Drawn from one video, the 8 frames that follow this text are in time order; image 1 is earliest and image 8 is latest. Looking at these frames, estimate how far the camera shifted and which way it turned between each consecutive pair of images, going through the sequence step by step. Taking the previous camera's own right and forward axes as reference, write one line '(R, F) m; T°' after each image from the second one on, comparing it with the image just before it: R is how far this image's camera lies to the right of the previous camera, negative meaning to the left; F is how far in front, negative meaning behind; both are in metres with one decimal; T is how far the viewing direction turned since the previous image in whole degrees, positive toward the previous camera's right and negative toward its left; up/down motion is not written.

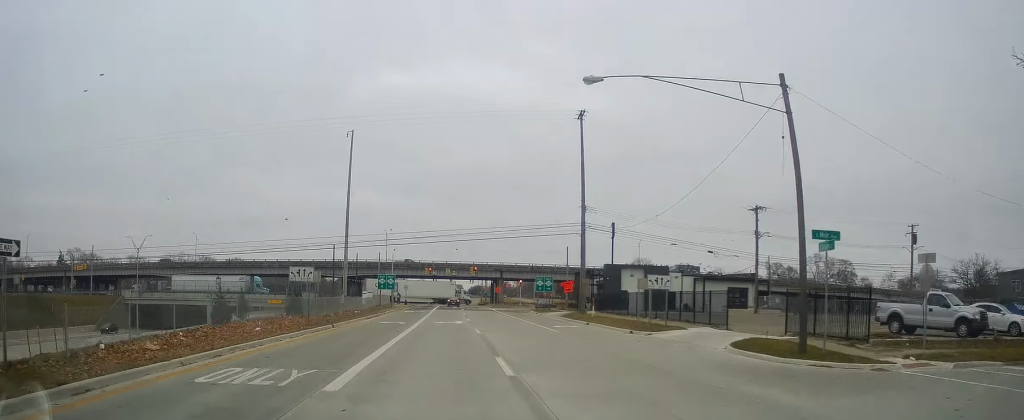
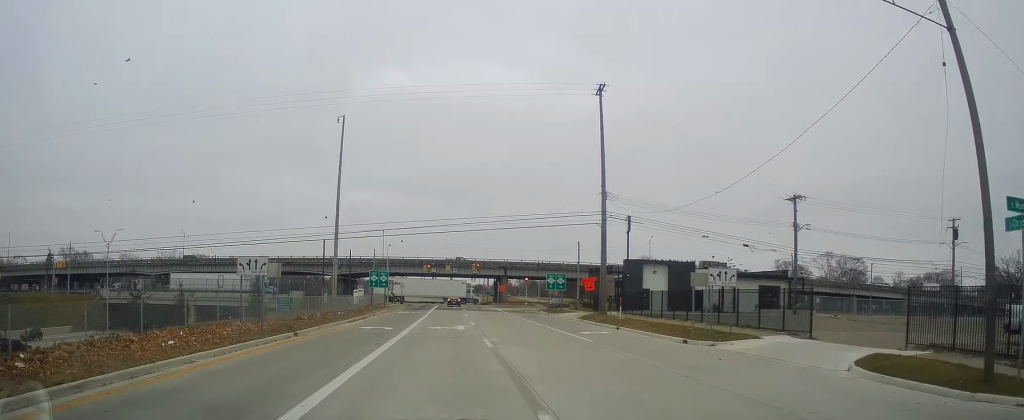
(+0.1, +8.8) m; 0°
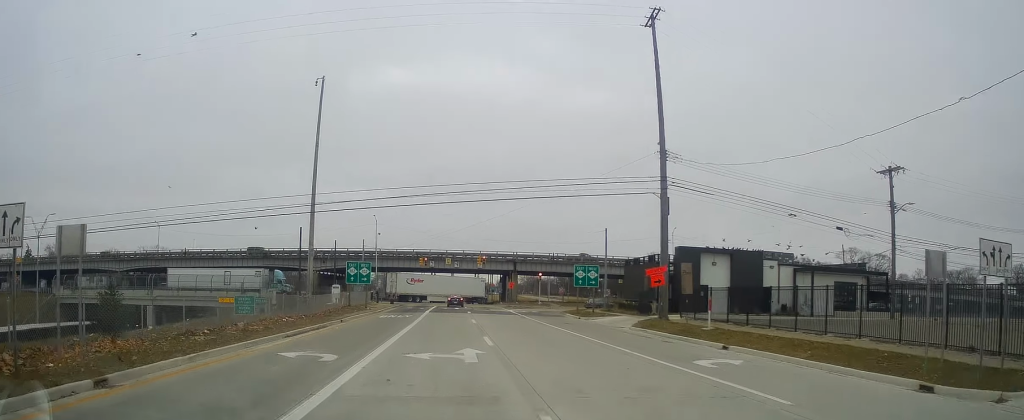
(-0.3, +16.5) m; 0°
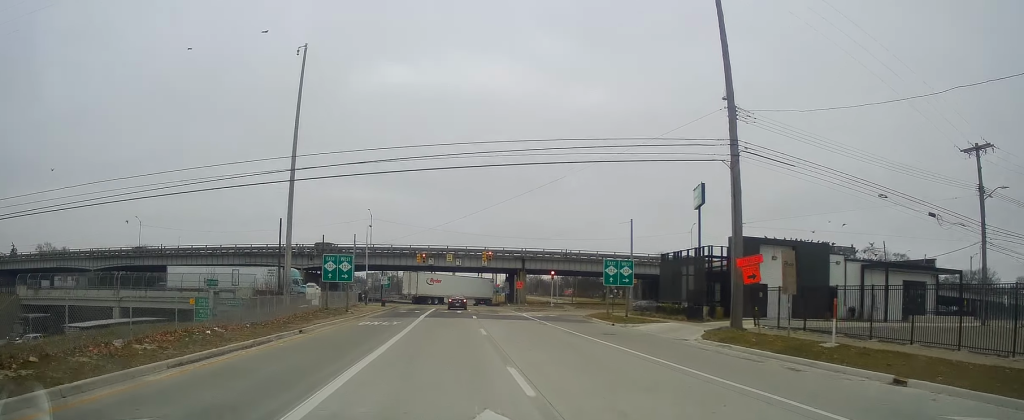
(+0.3, +11.3) m; -1°
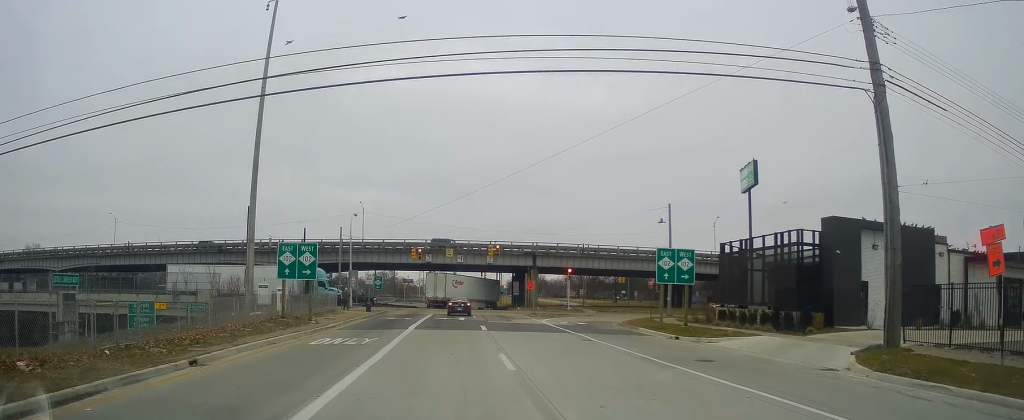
(-0.6, +13.0) m; -1°
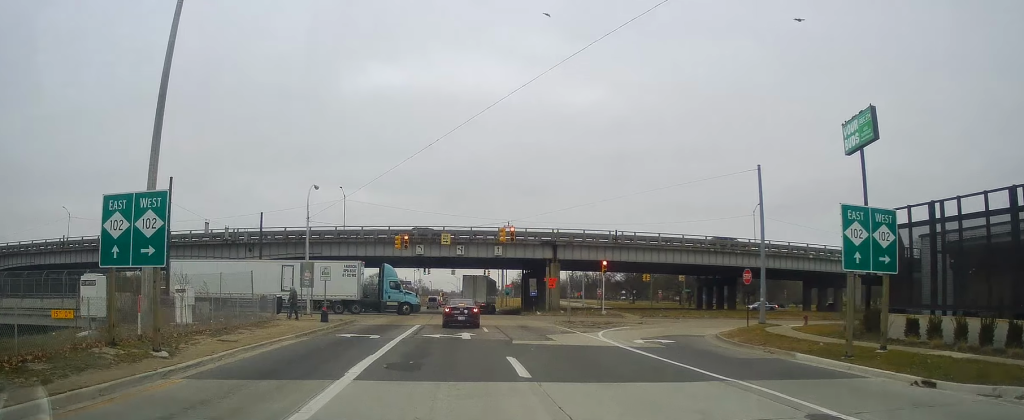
(+0.9, +20.7) m; +3°
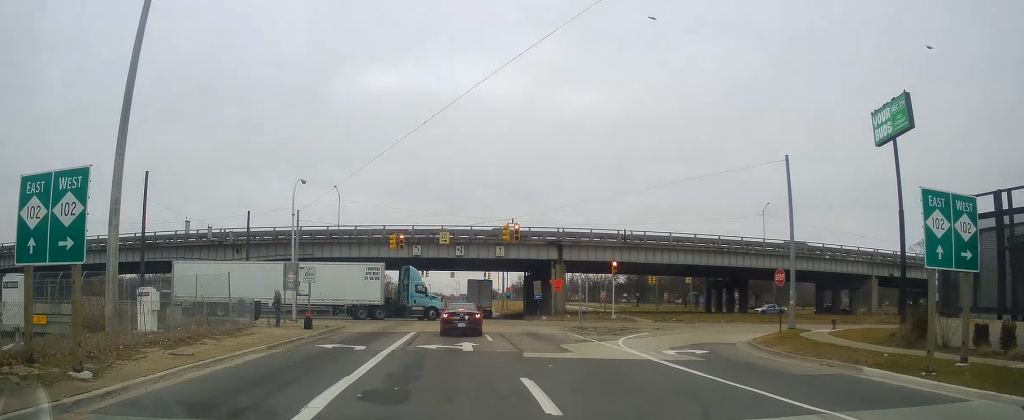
(0.0, +4.7) m; 0°
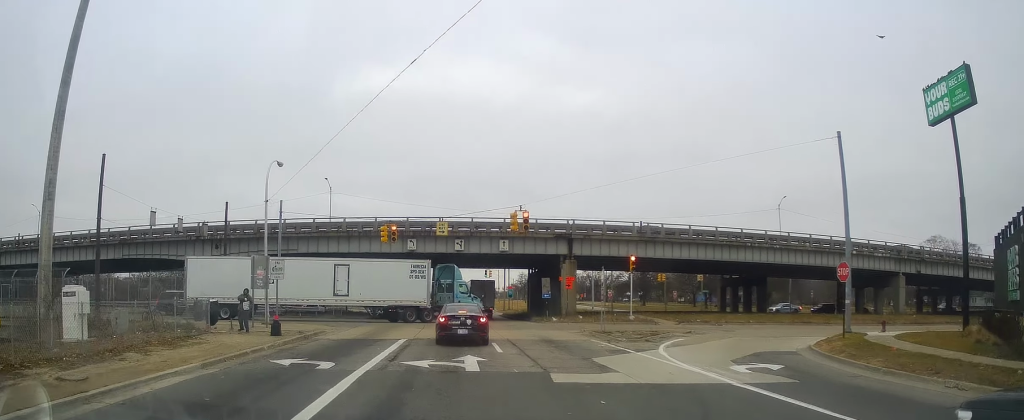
(0.0, +6.3) m; -2°
